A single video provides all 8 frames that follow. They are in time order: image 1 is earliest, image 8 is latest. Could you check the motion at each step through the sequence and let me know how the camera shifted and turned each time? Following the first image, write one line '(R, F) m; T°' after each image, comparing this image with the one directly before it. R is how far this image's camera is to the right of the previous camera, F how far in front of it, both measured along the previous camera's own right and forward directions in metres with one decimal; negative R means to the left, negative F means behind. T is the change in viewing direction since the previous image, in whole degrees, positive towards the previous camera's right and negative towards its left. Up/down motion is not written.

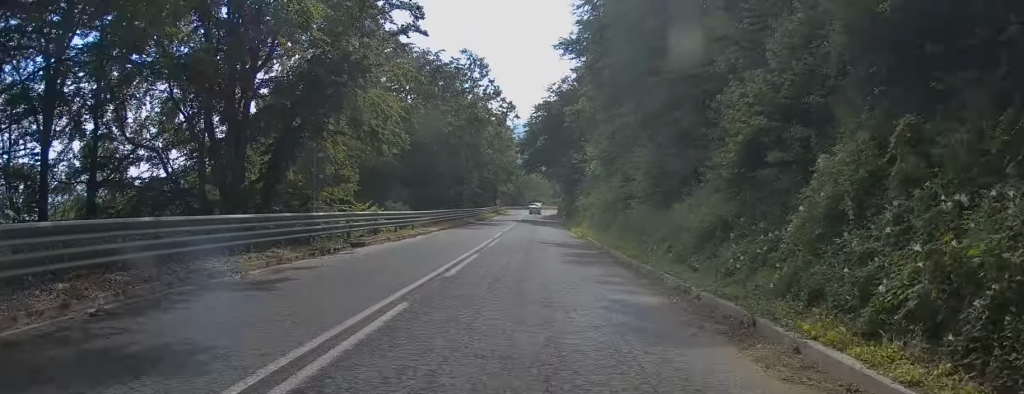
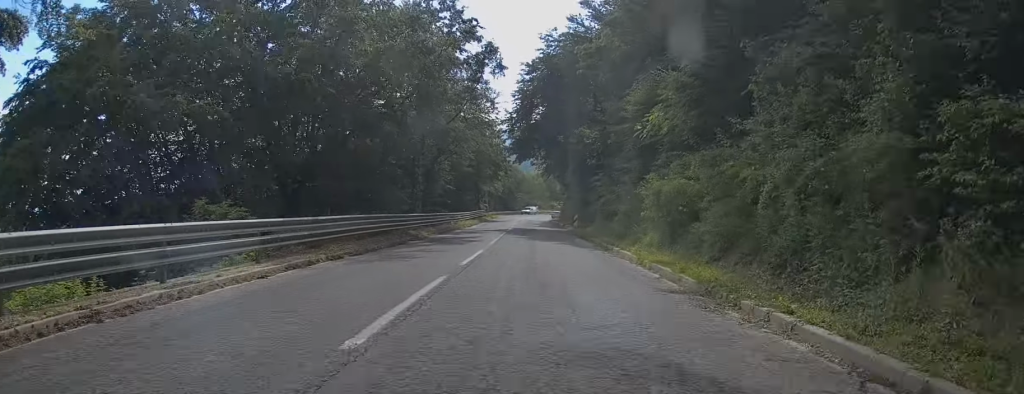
(+2.2, +24.9) m; +4°
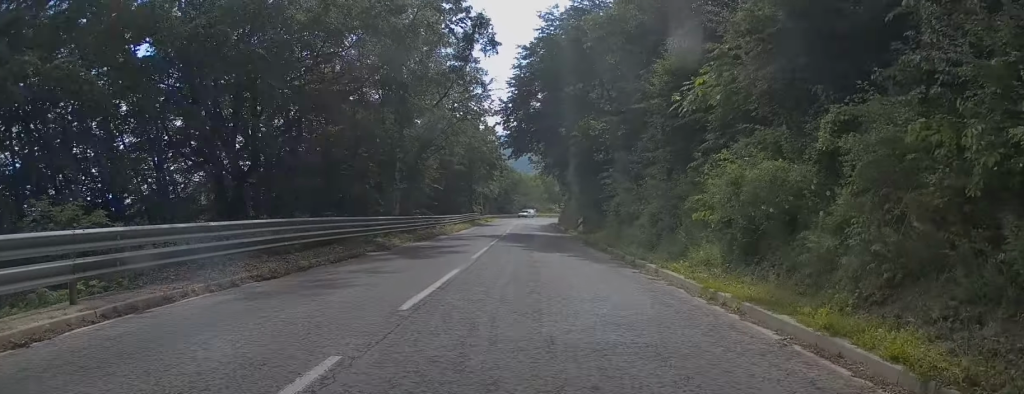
(-0.1, +6.9) m; 0°
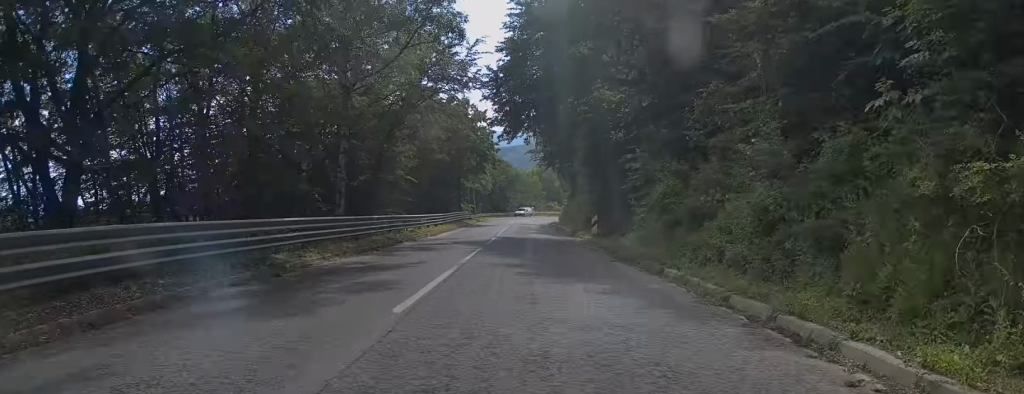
(+0.3, +11.1) m; 0°
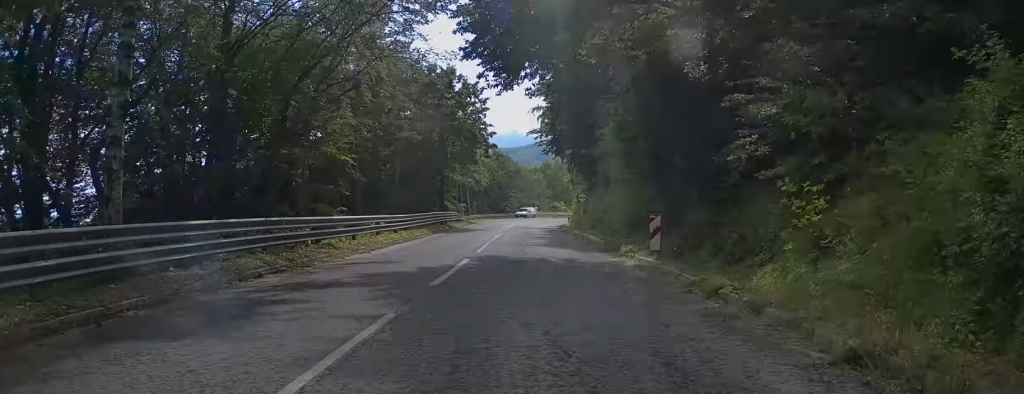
(-0.2, +16.0) m; 0°
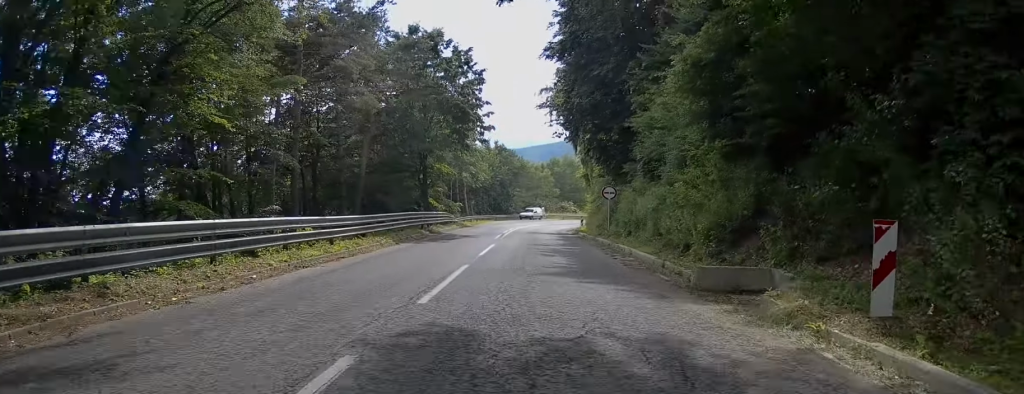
(0.0, +11.7) m; 0°
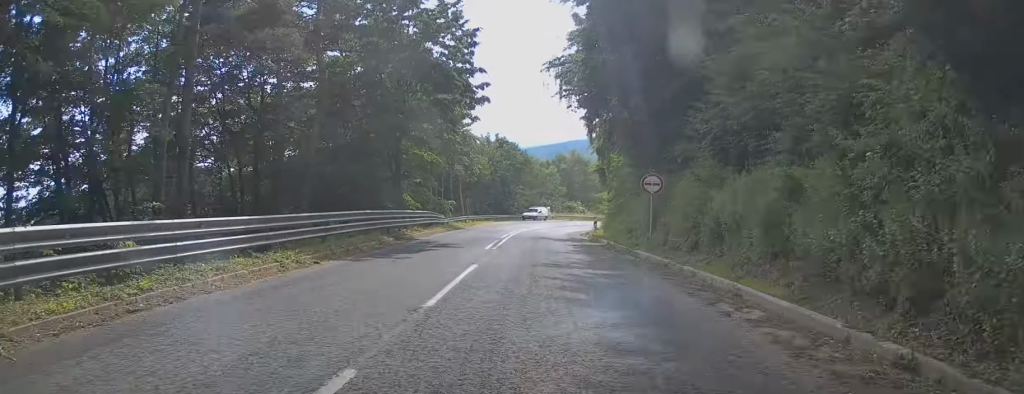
(+0.1, +9.9) m; +1°
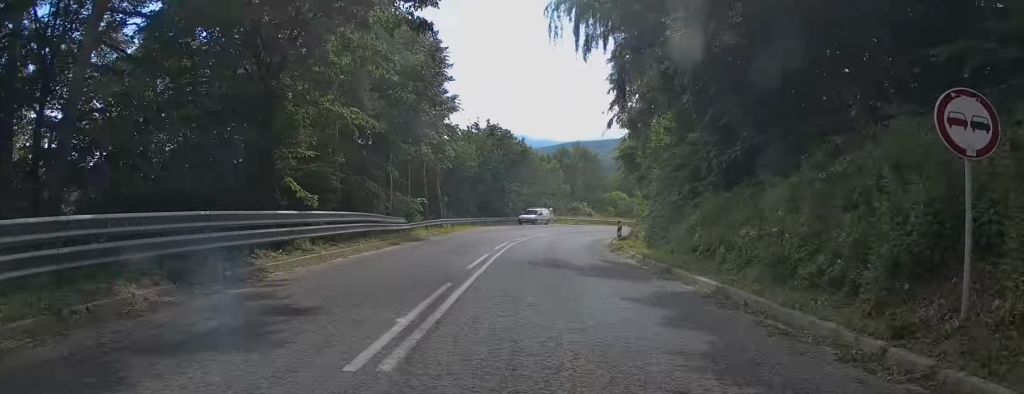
(+0.1, +15.4) m; +2°
